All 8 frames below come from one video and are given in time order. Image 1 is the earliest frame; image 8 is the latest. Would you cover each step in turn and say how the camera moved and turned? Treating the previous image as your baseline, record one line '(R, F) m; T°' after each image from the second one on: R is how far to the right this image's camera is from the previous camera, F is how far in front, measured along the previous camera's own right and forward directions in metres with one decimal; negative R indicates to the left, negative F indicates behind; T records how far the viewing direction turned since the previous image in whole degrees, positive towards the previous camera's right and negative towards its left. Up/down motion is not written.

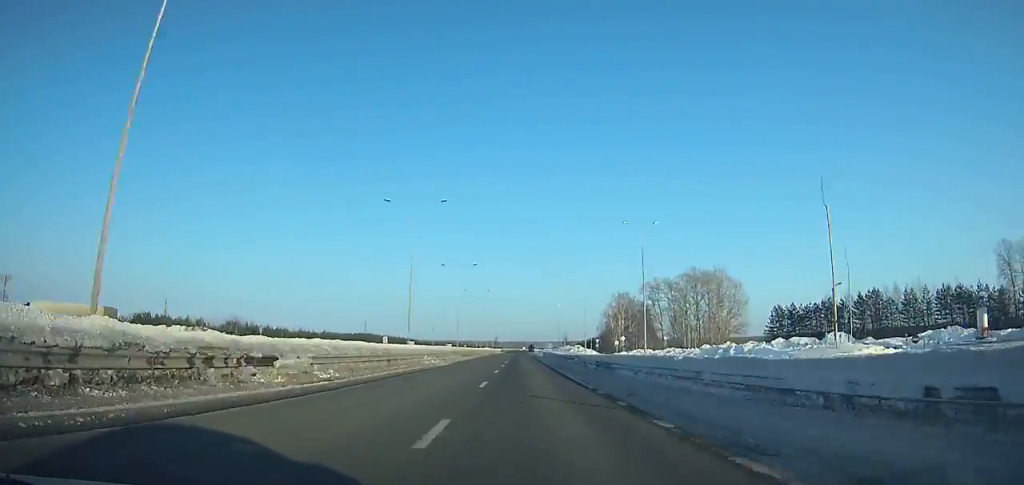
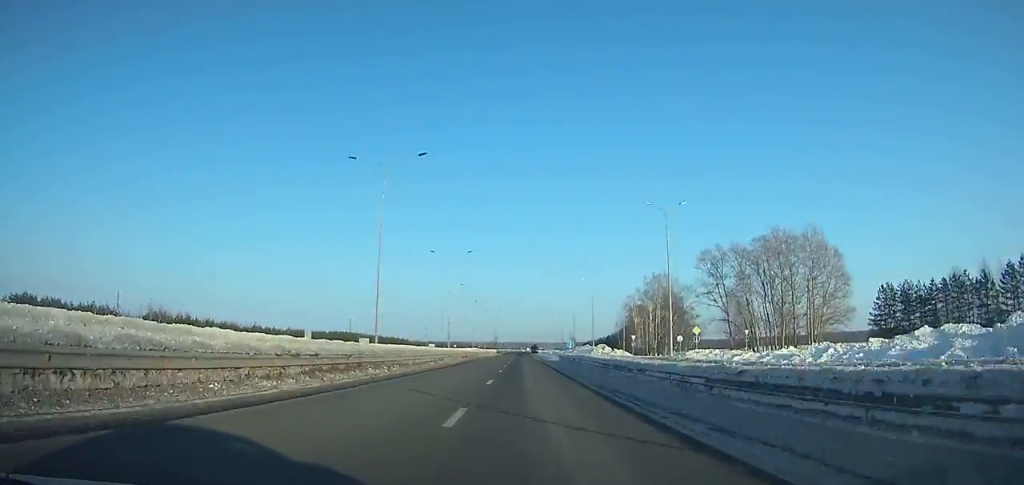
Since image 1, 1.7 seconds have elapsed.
(0.0, +45.6) m; 0°
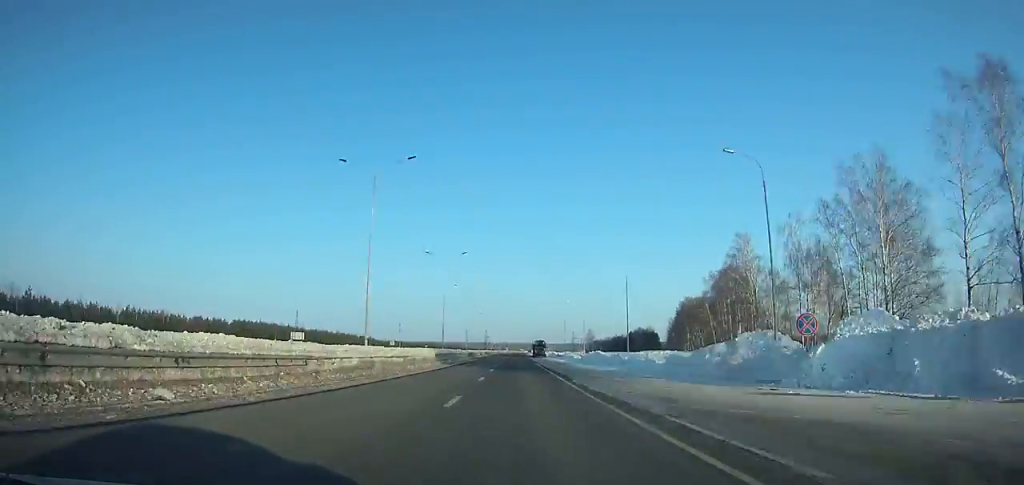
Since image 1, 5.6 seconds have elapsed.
(-0.1, +103.4) m; 0°
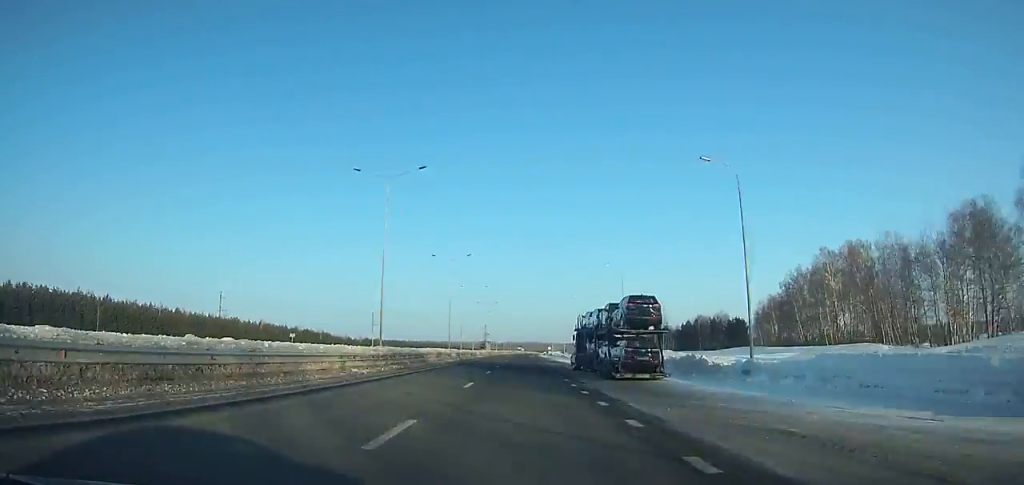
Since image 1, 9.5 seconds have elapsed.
(-0.3, +101.1) m; 0°
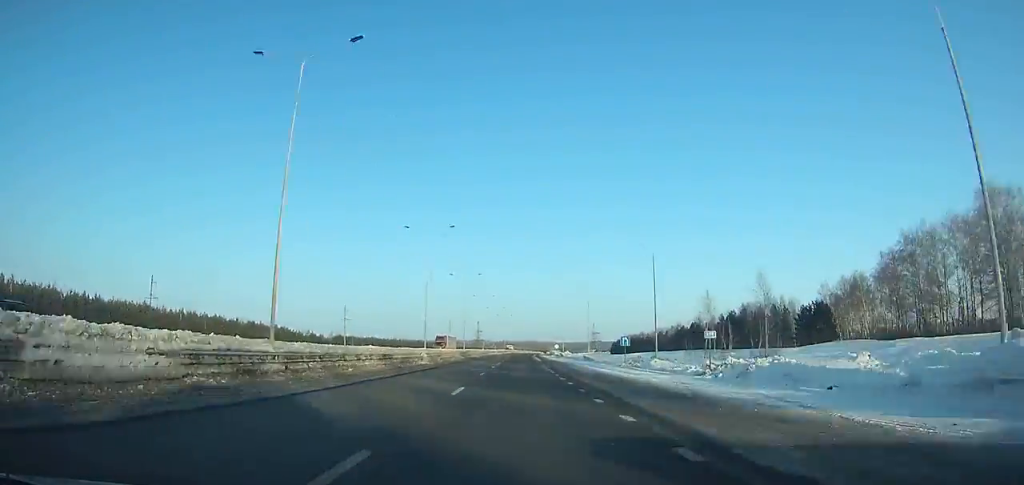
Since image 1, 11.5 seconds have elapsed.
(+0.3, +51.0) m; 0°
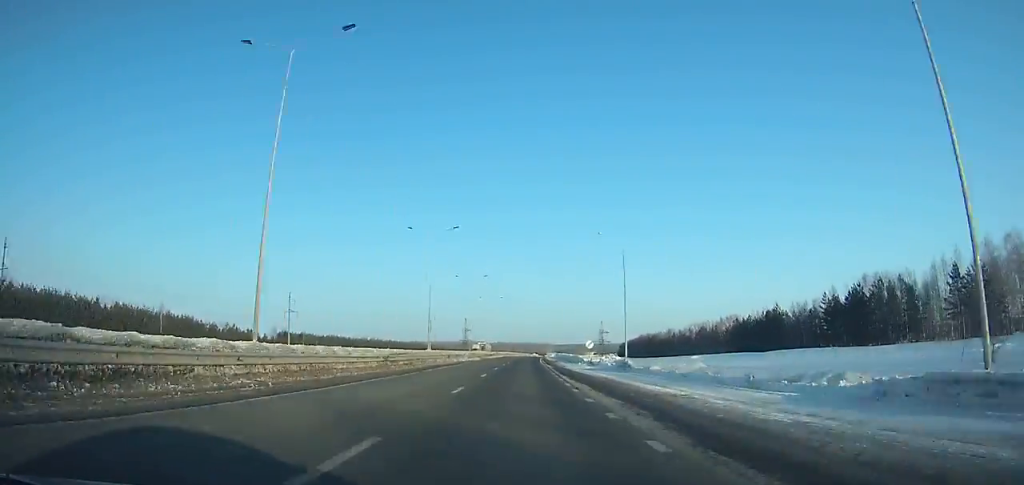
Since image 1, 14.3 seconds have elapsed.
(+0.3, +71.3) m; +1°
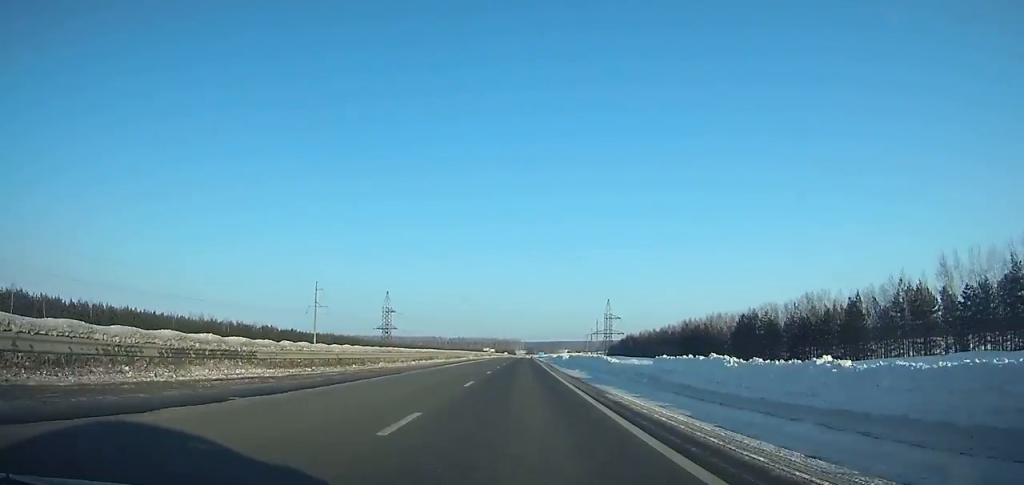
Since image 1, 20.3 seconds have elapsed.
(+4.6, +153.7) m; +3°
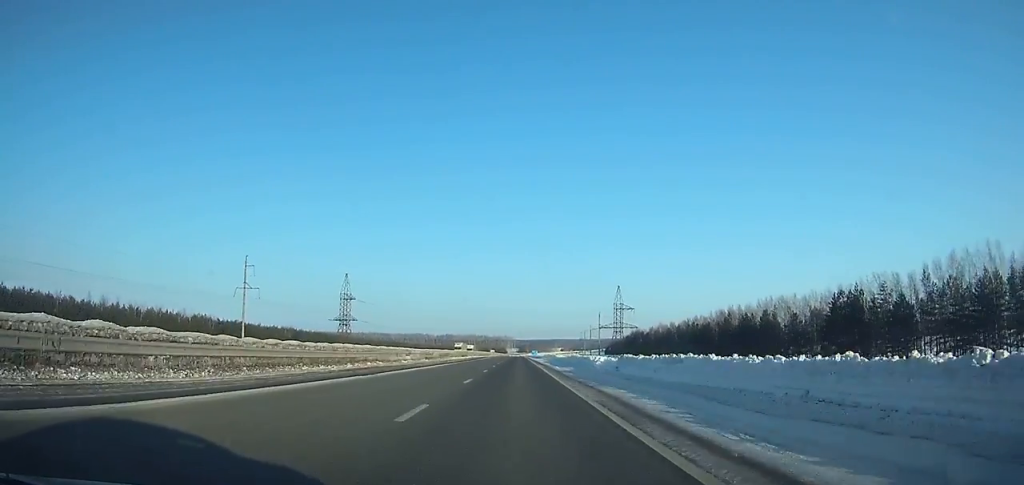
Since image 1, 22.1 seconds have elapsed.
(+0.2, +46.7) m; 0°
